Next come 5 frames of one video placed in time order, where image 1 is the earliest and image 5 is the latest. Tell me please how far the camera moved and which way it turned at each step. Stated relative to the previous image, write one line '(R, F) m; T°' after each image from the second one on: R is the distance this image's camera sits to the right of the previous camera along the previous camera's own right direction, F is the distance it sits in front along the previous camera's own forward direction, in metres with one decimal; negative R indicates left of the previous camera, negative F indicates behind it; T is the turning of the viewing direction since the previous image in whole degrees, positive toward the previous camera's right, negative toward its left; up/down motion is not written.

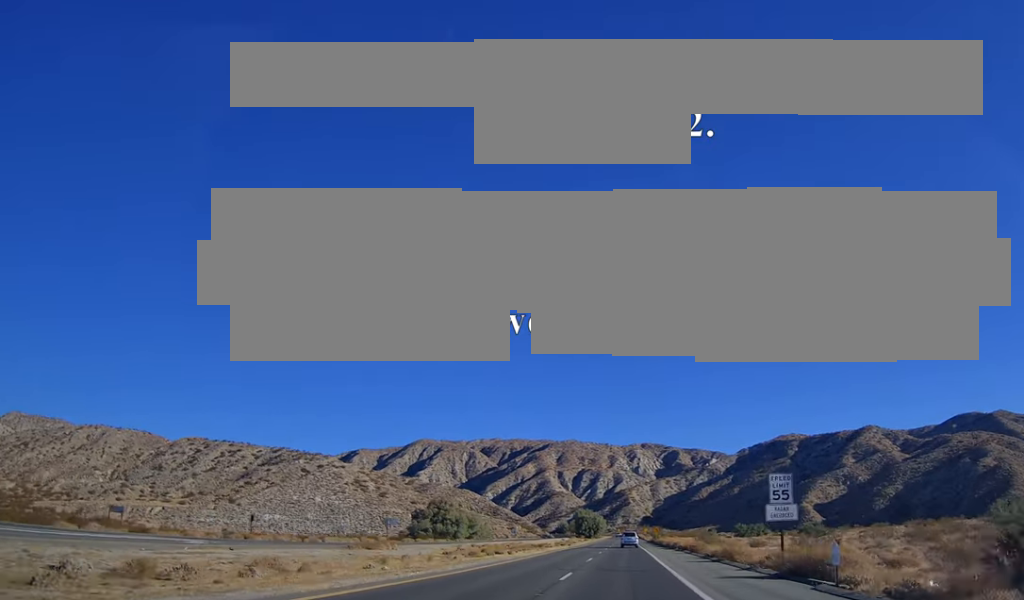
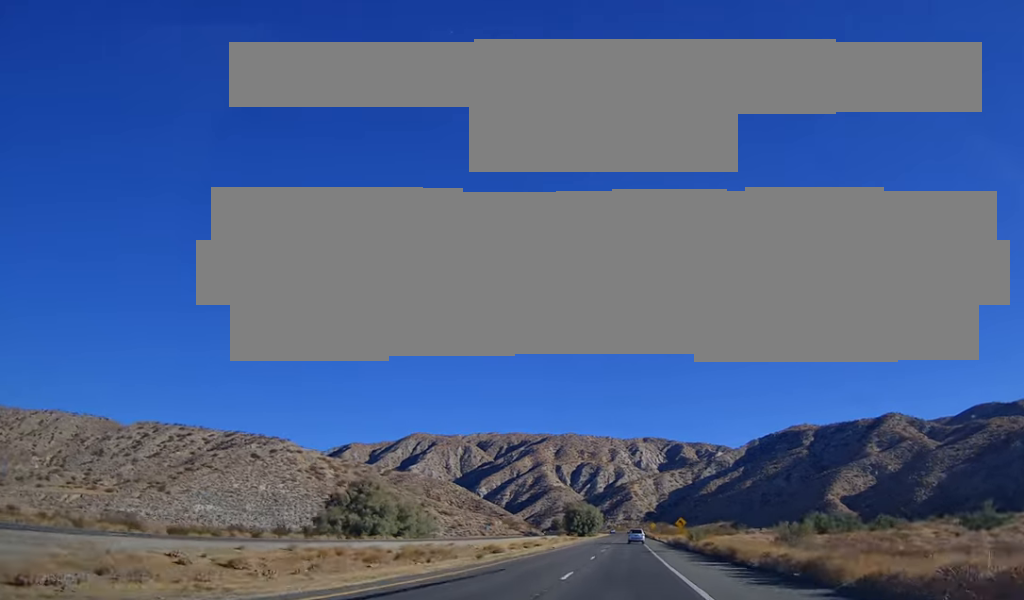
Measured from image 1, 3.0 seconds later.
(-0.4, +58.0) m; 0°
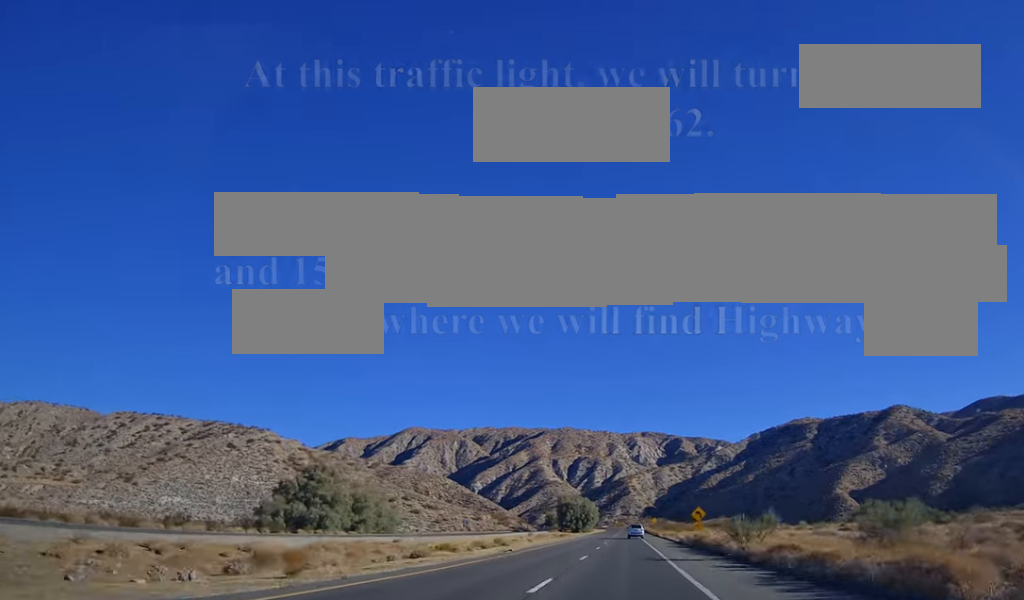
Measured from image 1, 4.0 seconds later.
(-0.1, +21.1) m; -1°
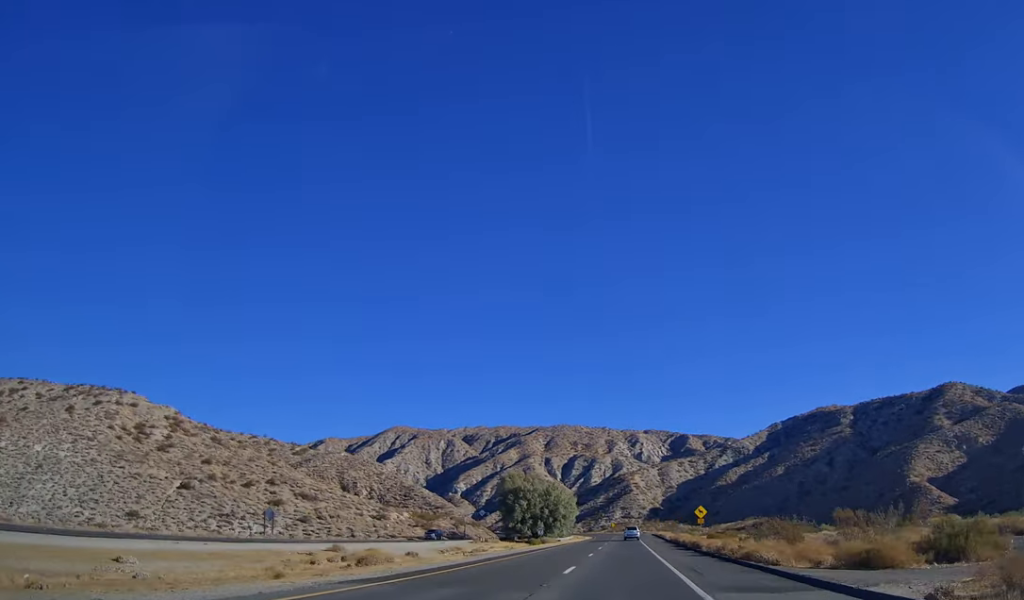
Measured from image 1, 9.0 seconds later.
(-1.5, +109.8) m; 0°
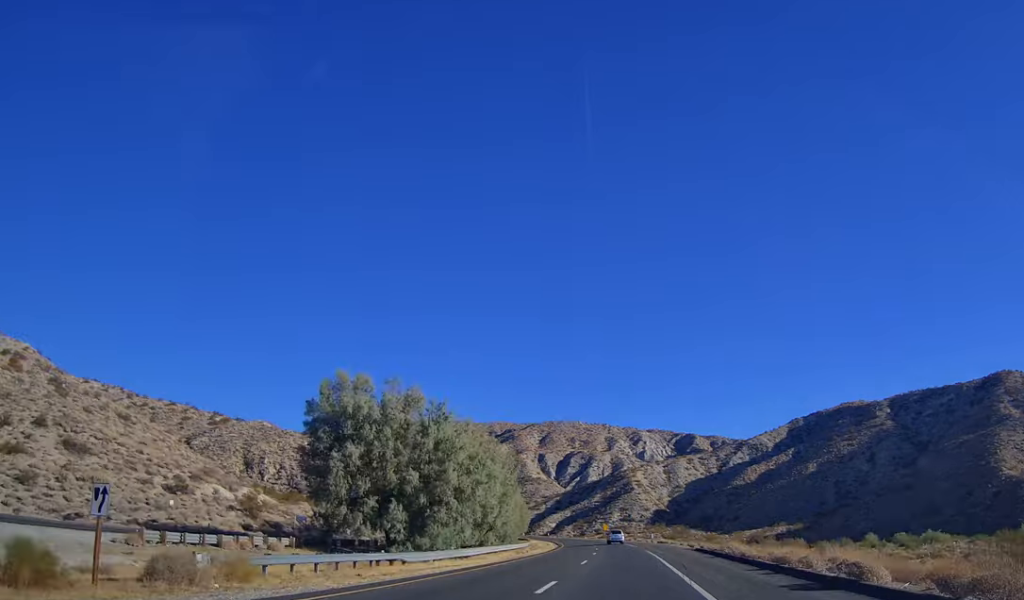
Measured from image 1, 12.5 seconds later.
(-0.5, +80.4) m; -1°
